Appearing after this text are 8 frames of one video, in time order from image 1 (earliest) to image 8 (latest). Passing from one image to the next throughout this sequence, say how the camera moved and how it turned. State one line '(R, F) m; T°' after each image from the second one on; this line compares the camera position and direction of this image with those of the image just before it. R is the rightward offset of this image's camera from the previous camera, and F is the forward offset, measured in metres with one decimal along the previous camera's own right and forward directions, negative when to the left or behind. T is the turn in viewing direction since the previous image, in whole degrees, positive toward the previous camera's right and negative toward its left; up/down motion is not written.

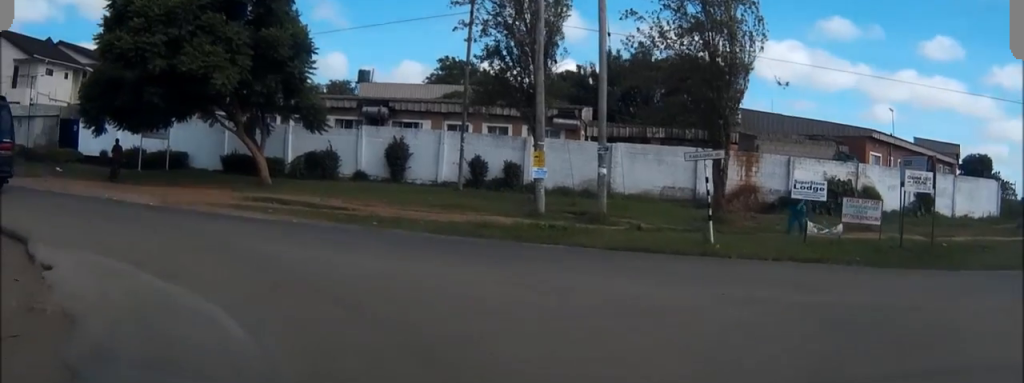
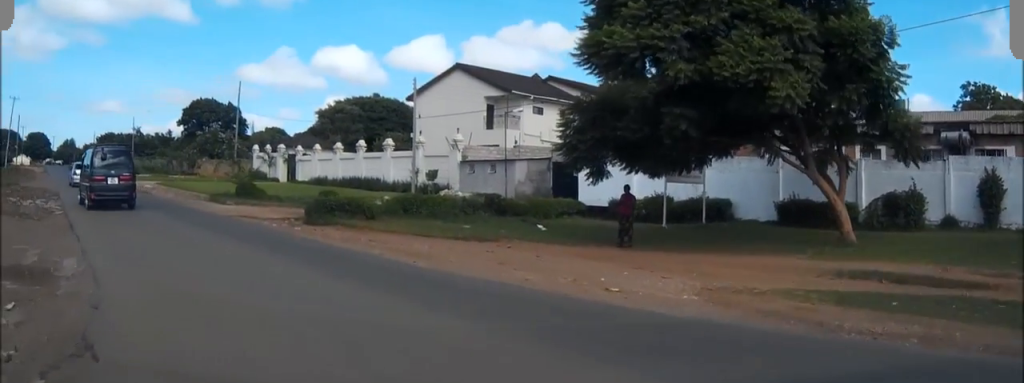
(-2.7, +7.5) m; -39°
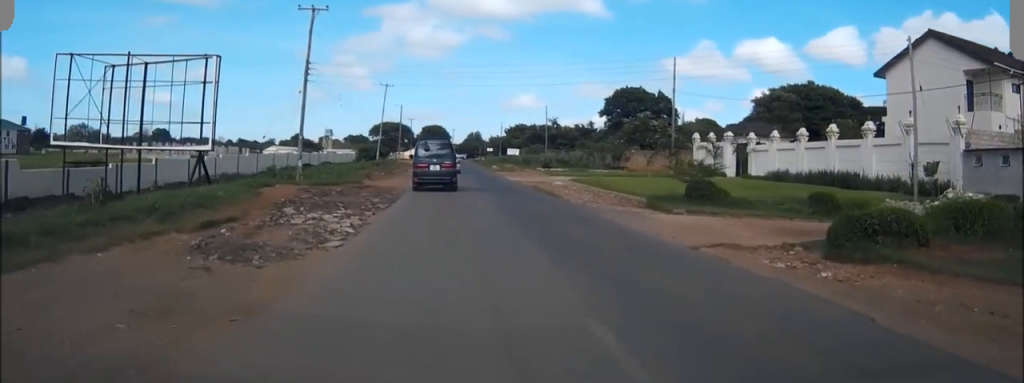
(-3.0, +10.0) m; -30°
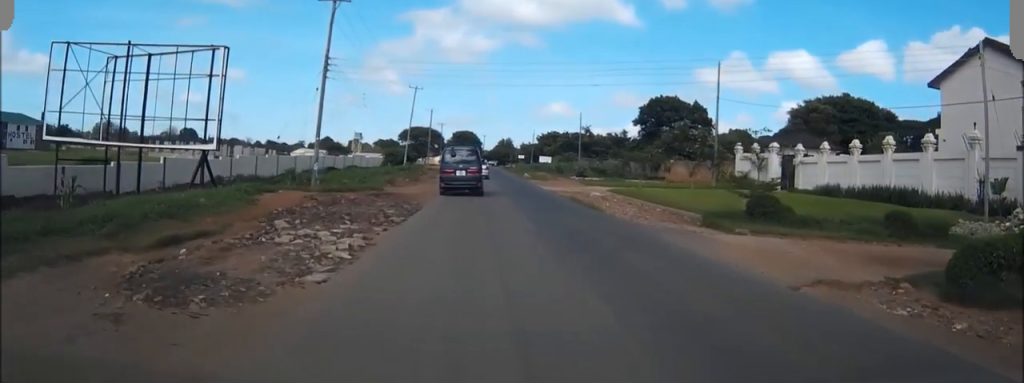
(-0.3, +3.3) m; -3°
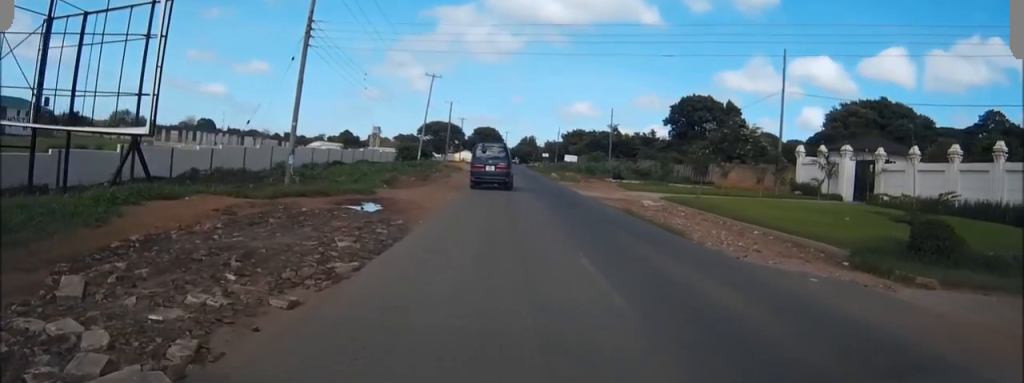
(-0.5, +8.4) m; -3°
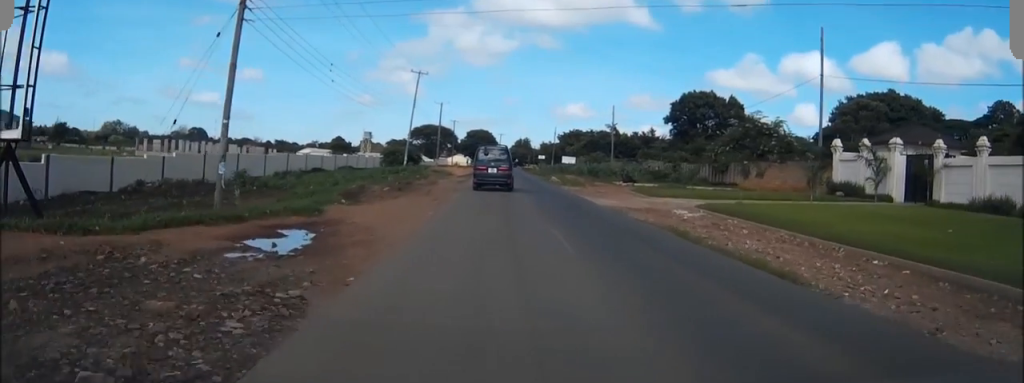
(0.0, +6.9) m; 0°
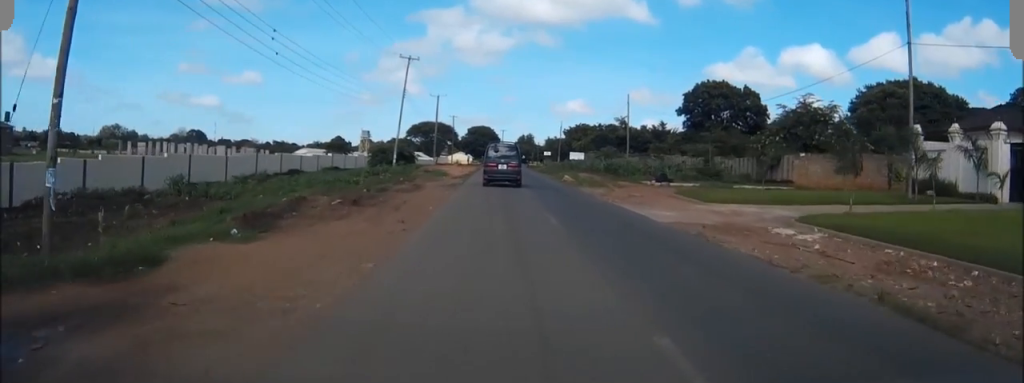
(+0.1, +9.6) m; 0°
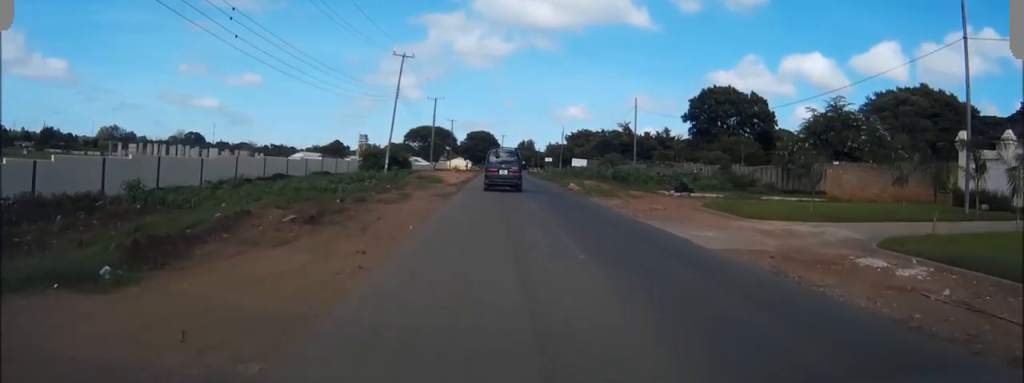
(0.0, +4.6) m; -1°
